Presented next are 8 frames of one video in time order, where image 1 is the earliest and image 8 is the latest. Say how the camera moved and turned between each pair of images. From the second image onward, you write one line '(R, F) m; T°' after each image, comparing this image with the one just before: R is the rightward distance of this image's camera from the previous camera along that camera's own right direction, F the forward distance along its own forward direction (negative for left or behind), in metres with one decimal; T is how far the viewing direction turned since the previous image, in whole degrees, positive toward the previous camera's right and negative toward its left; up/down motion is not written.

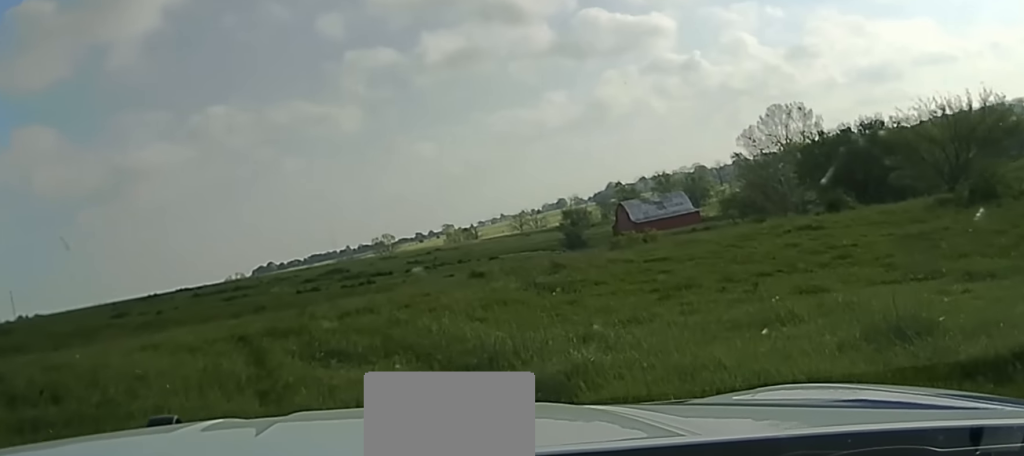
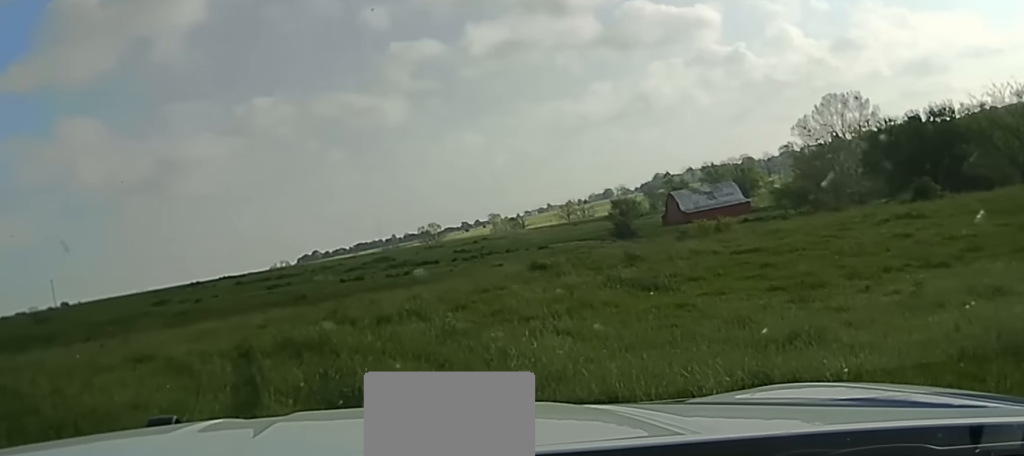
(-0.1, +2.9) m; -1°
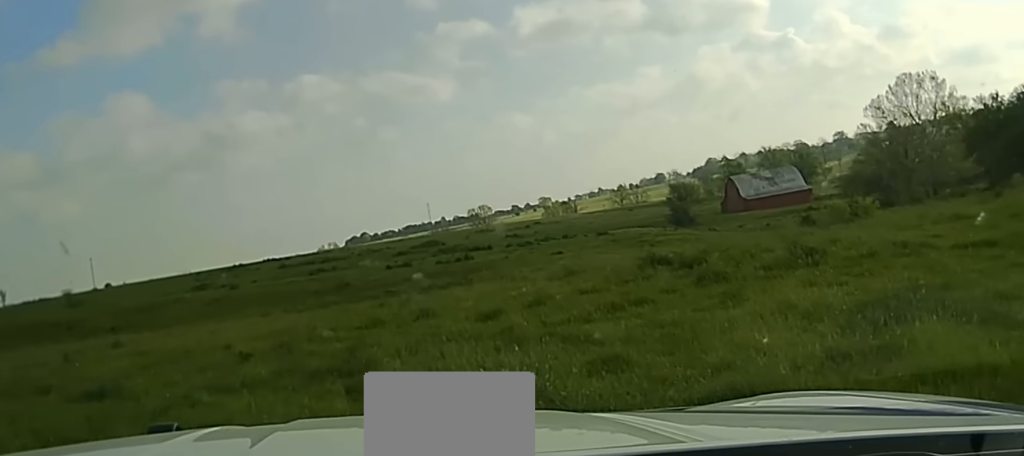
(-0.1, +7.2) m; -4°
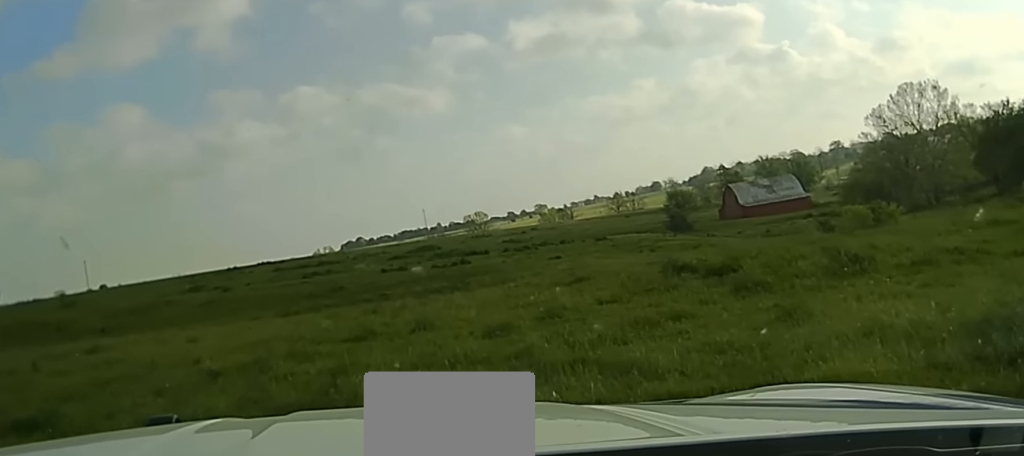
(0.0, +2.0) m; -3°
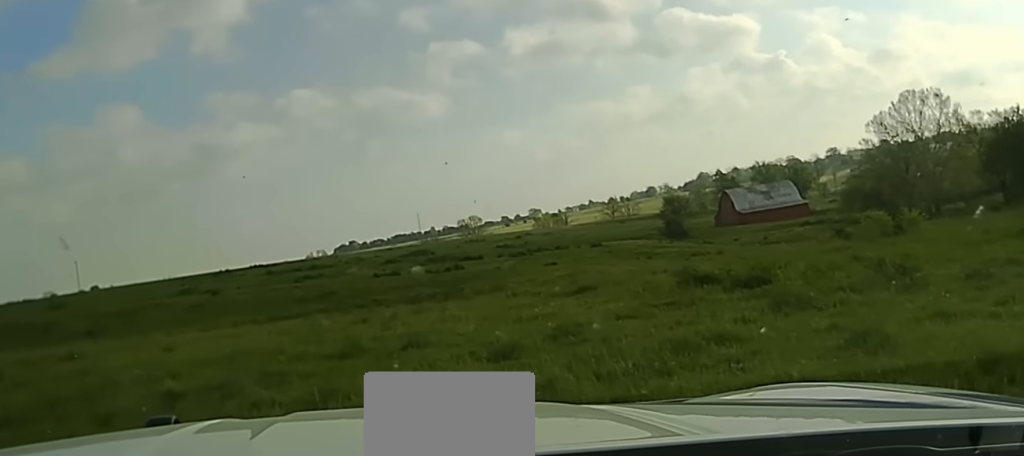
(0.0, +1.6) m; -2°
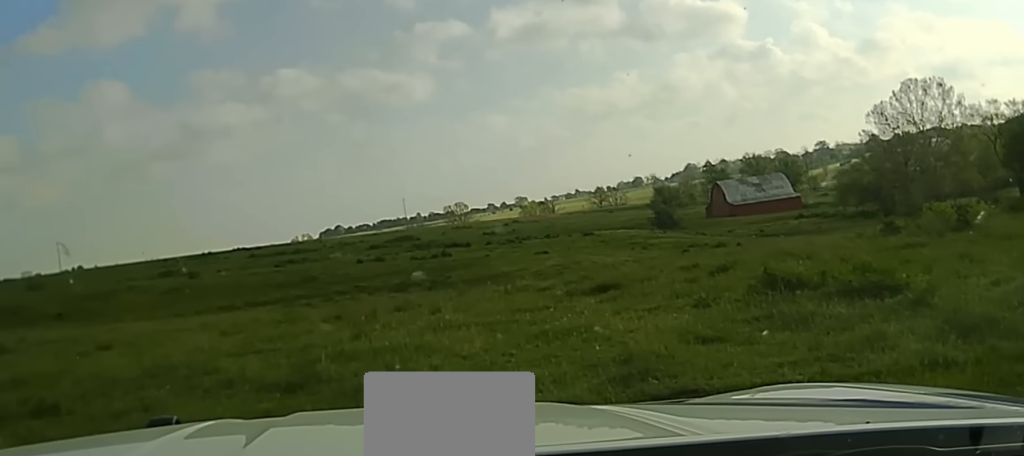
(-0.3, +4.6) m; +3°
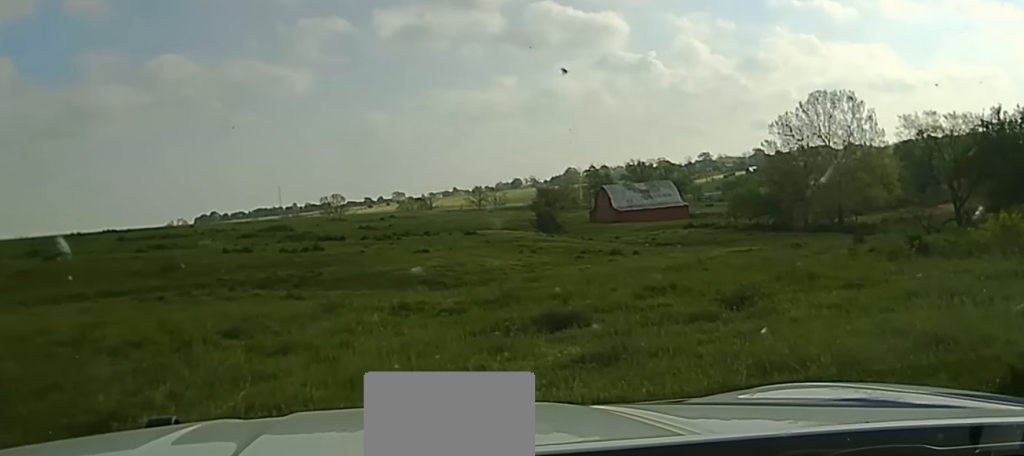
(+1.0, +8.1) m; +10°
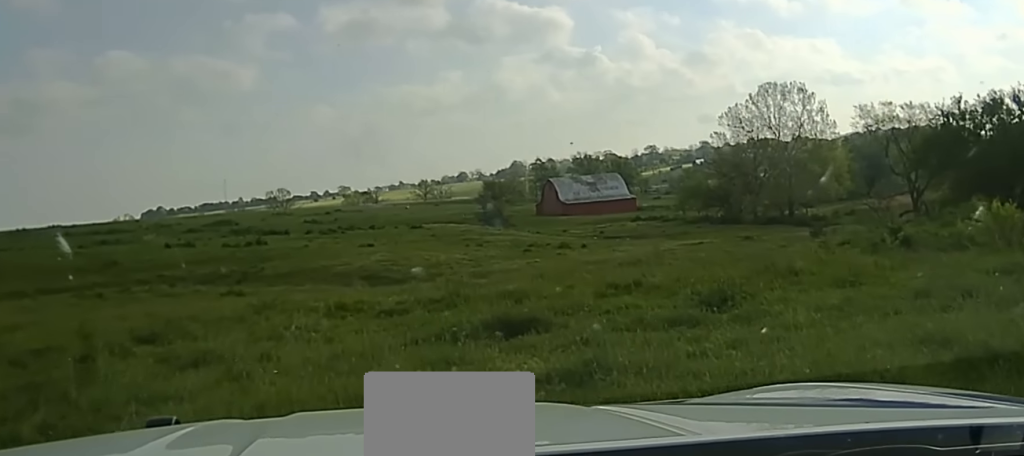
(+0.1, +1.7) m; +3°
